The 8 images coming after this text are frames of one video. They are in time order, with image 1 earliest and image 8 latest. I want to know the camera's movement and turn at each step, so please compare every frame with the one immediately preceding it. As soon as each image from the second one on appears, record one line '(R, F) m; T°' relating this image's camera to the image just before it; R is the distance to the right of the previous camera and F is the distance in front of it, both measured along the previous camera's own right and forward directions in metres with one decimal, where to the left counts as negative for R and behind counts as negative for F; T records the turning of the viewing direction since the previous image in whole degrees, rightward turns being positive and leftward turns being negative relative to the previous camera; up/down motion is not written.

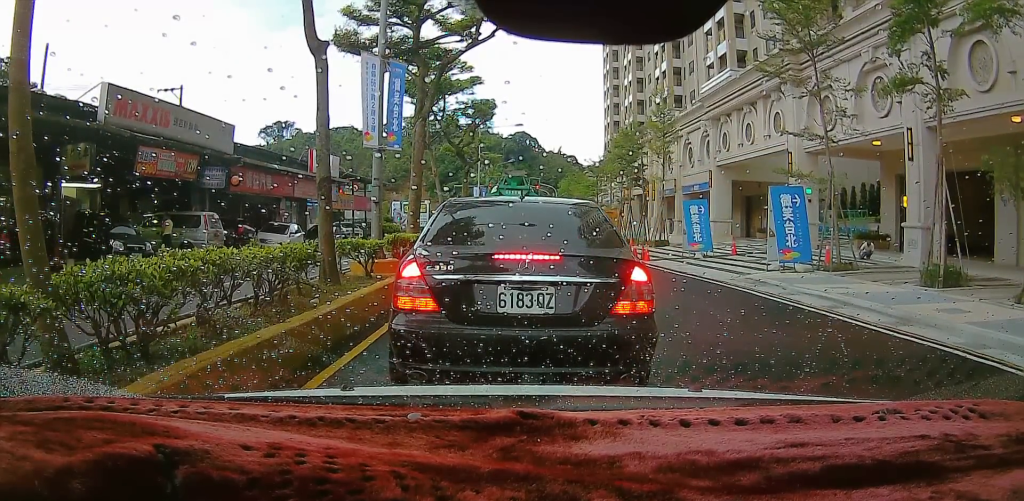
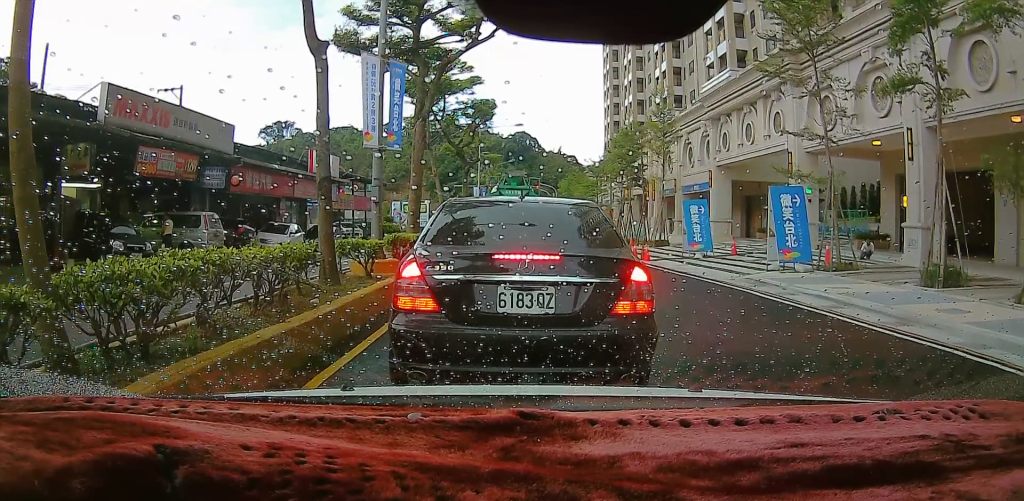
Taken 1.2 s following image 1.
(0.0, 0.0) m; 0°
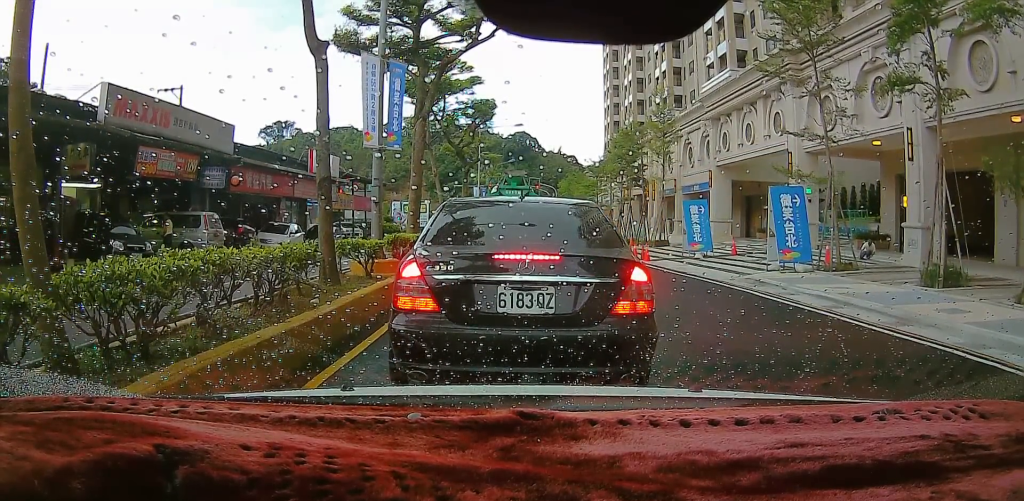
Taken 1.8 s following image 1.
(0.0, 0.0) m; 0°
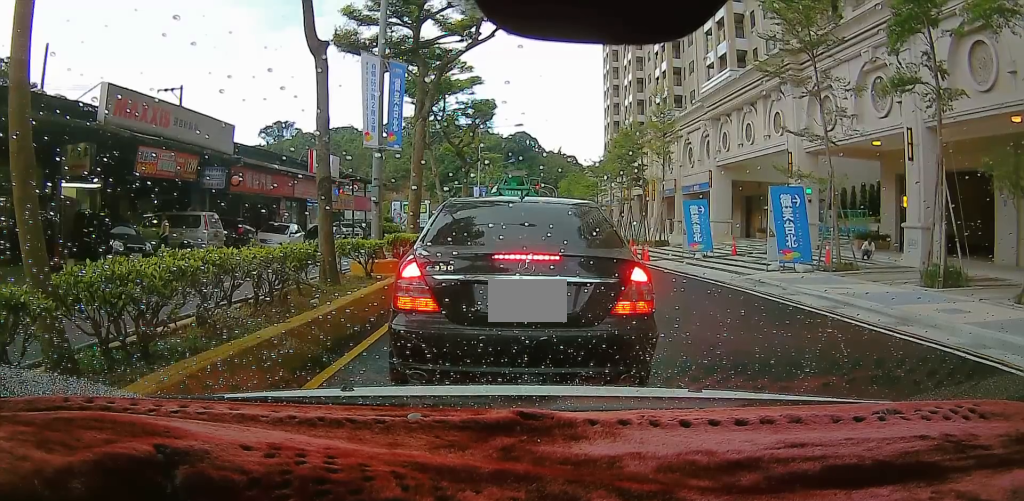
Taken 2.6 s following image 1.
(0.0, 0.0) m; 0°
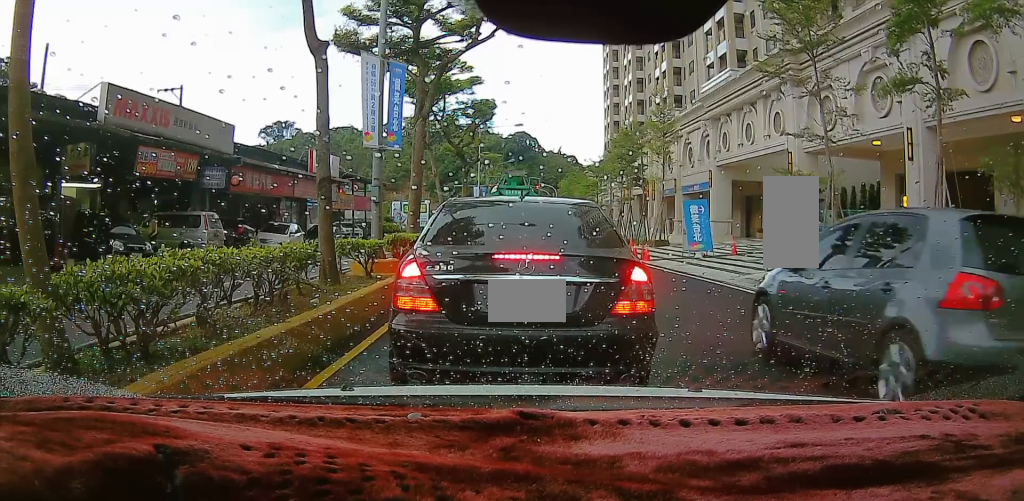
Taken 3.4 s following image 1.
(0.0, 0.0) m; 0°
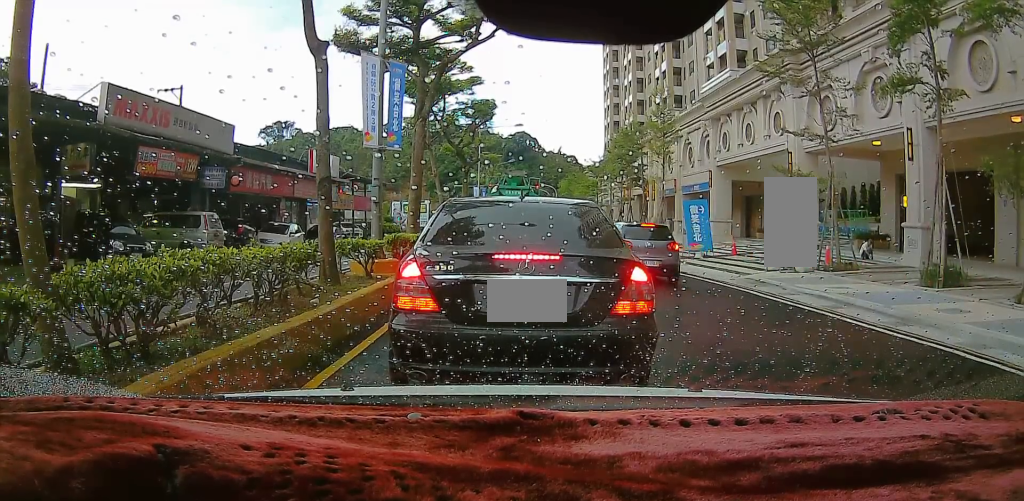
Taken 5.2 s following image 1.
(0.0, 0.0) m; 0°
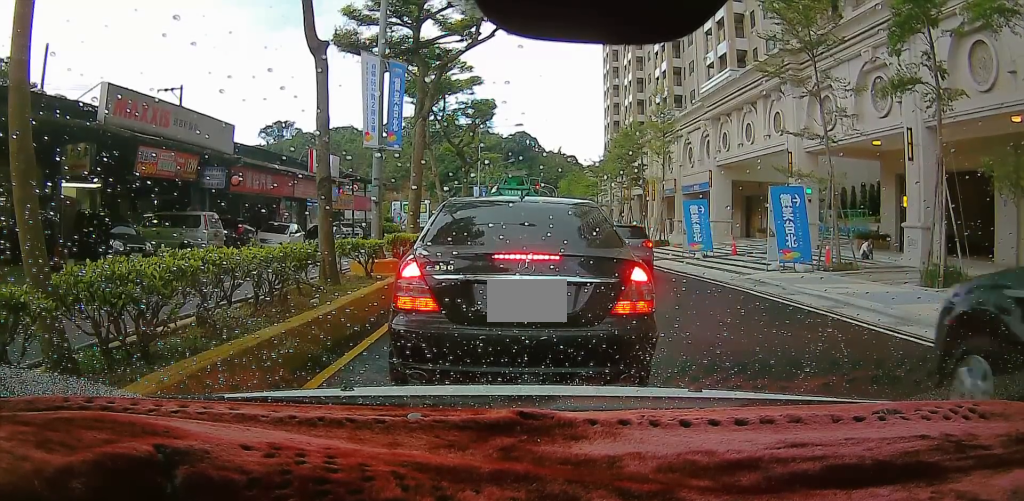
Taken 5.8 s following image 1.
(0.0, 0.0) m; 0°
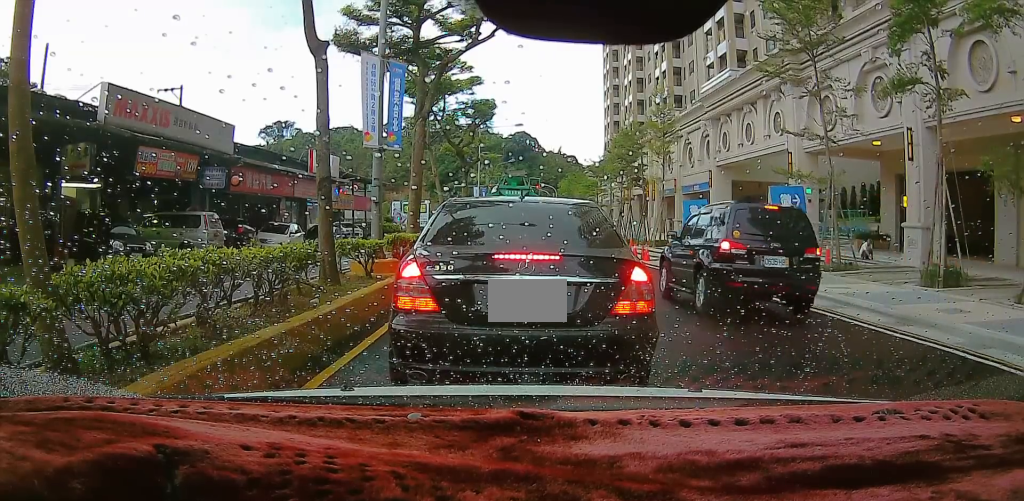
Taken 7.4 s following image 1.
(0.0, 0.0) m; 0°
